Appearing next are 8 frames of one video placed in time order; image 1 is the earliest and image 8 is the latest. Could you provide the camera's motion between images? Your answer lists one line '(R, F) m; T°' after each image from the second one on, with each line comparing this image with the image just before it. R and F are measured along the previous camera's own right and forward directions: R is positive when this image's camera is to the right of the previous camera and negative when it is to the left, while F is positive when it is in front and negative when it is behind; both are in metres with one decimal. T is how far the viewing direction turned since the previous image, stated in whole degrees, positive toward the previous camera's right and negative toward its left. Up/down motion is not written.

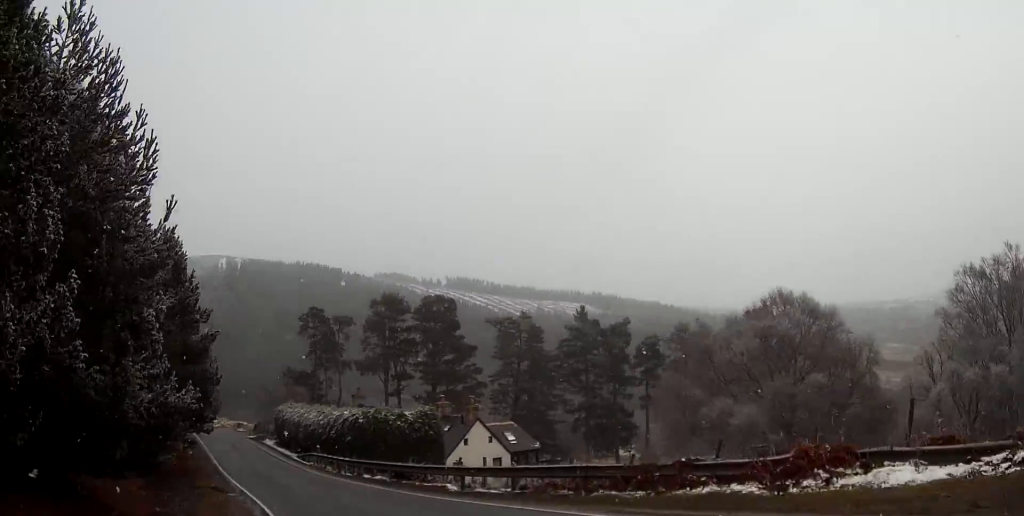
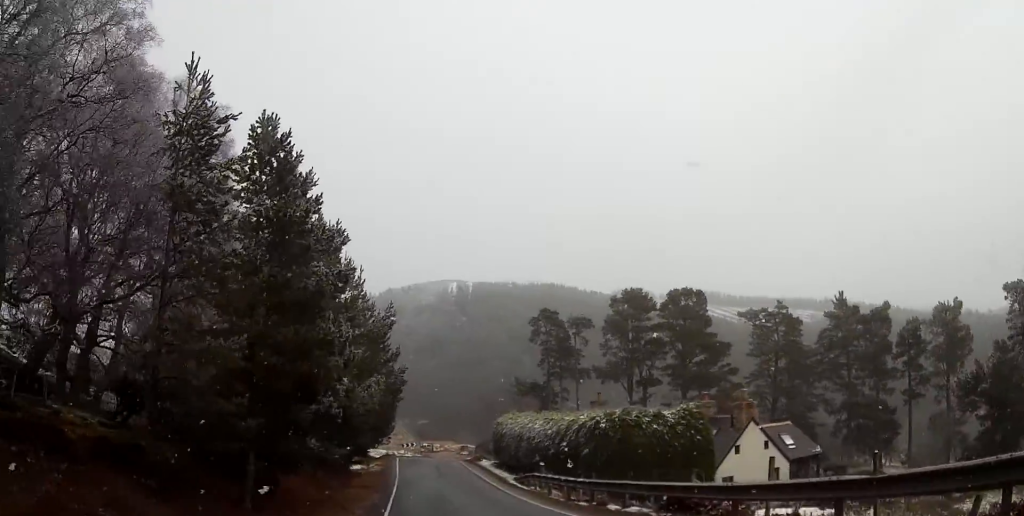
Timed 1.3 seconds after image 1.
(-1.7, +12.3) m; -15°
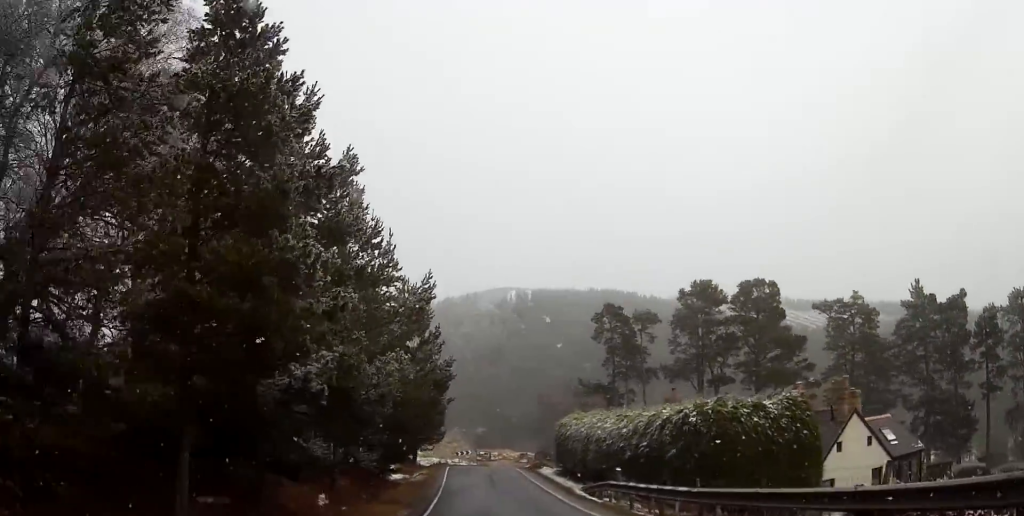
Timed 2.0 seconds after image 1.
(-0.5, +6.5) m; -3°
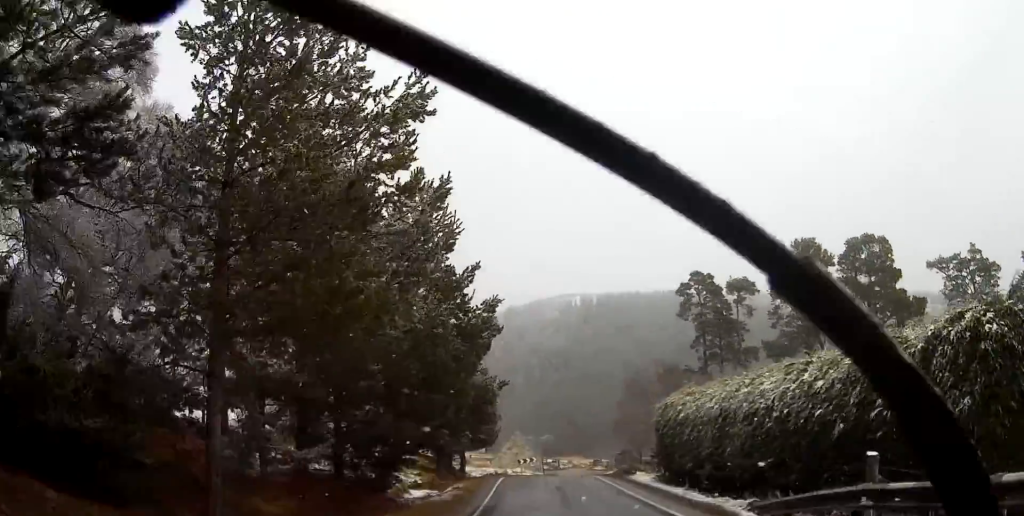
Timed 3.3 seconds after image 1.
(-0.5, +14.9) m; -3°
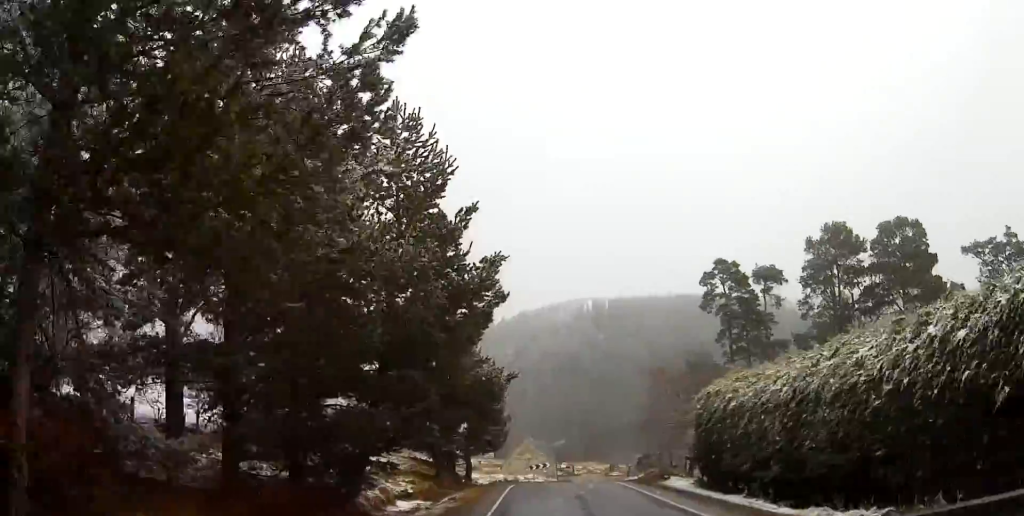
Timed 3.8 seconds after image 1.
(-0.1, +5.4) m; -1°
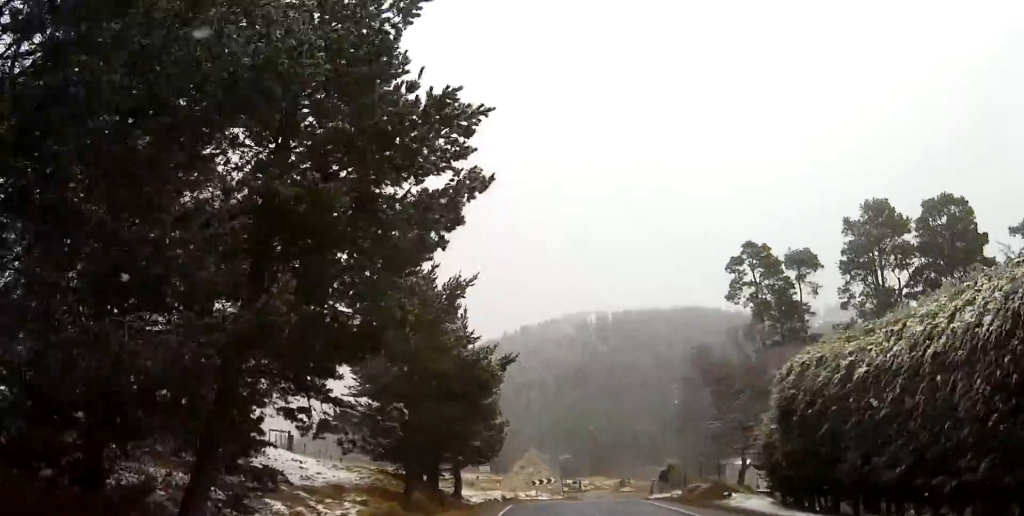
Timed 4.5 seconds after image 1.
(-0.1, +8.6) m; -1°
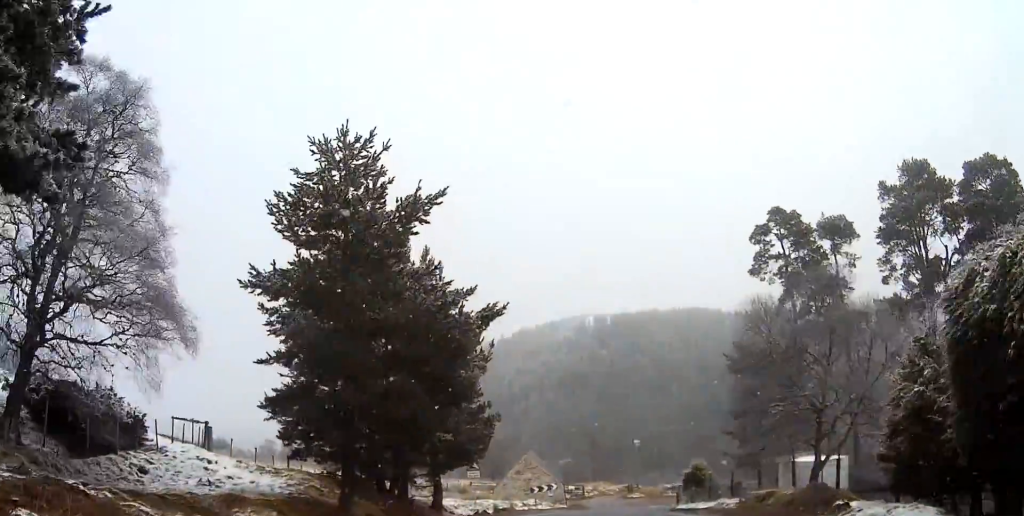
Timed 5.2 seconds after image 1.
(0.0, +8.0) m; -1°
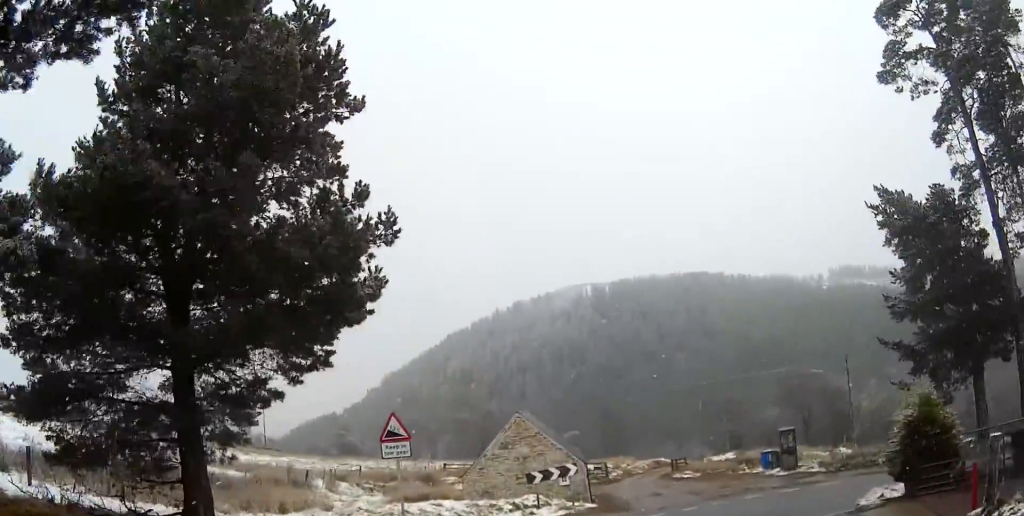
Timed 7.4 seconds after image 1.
(-0.2, +24.4) m; 0°
